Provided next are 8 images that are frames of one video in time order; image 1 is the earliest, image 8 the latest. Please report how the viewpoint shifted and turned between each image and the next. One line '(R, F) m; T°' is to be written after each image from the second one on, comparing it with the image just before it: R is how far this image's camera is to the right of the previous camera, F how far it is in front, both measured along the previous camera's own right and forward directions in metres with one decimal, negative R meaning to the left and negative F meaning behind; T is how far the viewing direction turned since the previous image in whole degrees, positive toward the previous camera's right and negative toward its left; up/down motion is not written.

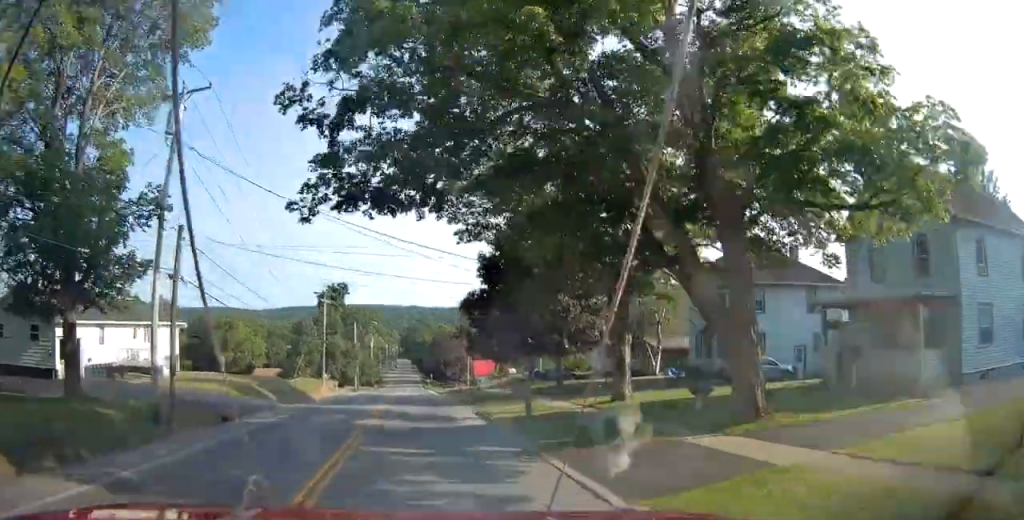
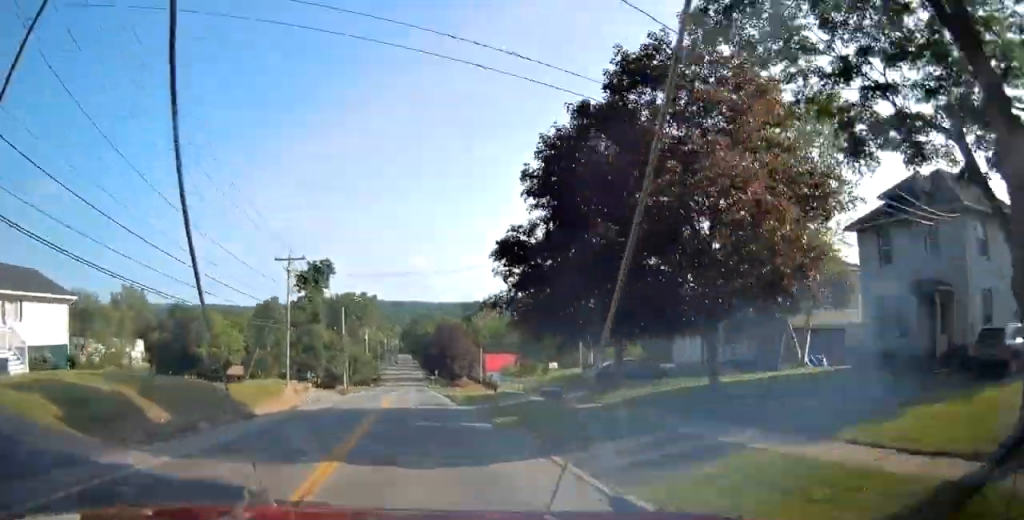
(0.0, +27.2) m; +2°
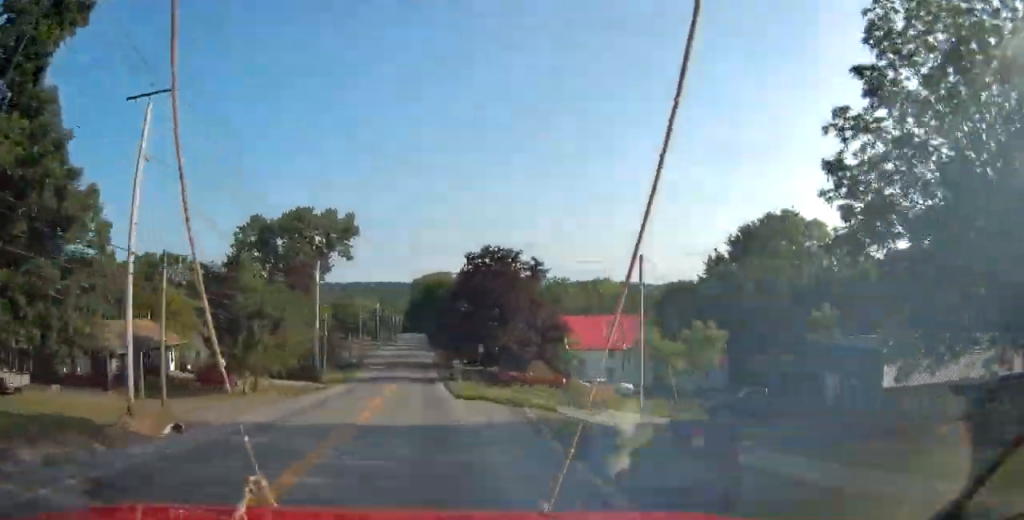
(+1.3, +75.4) m; 0°
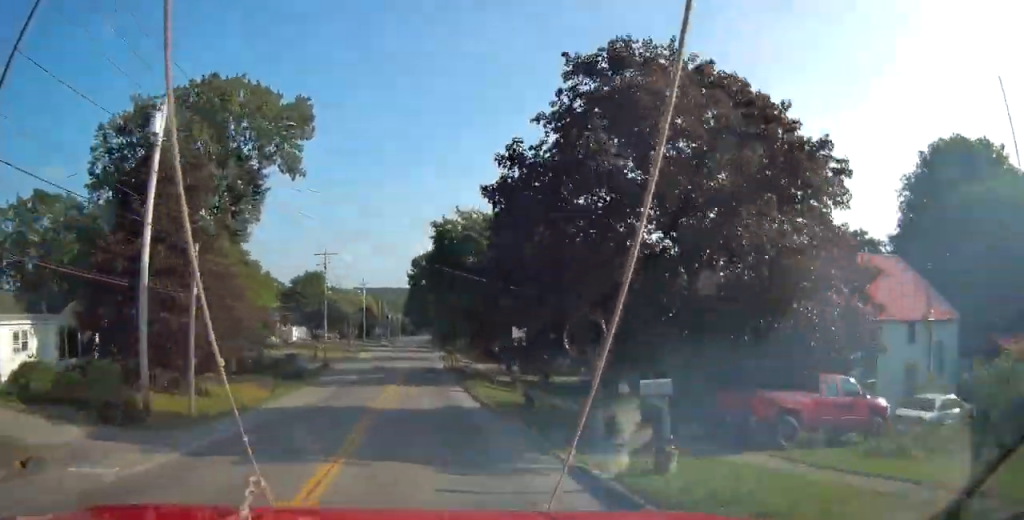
(+0.4, +40.4) m; 0°
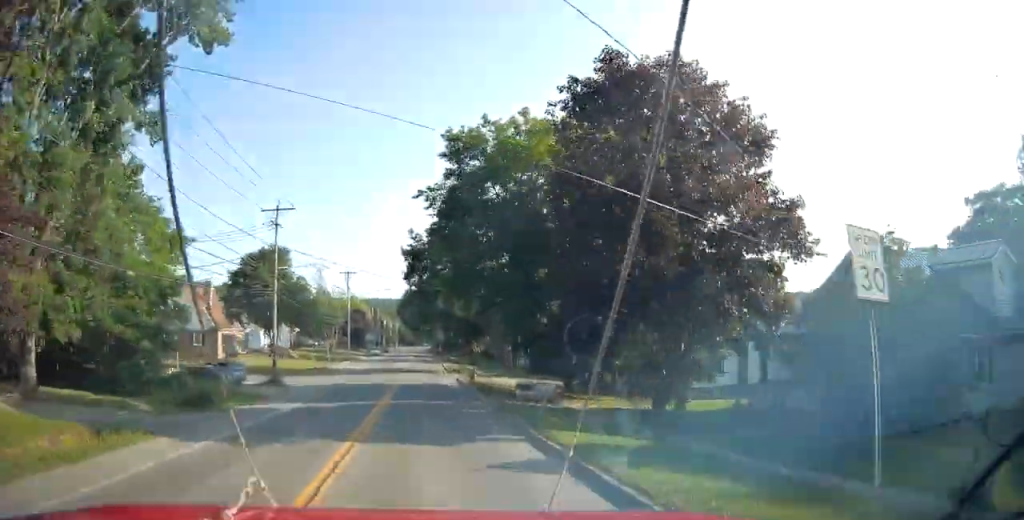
(0.0, +19.8) m; 0°
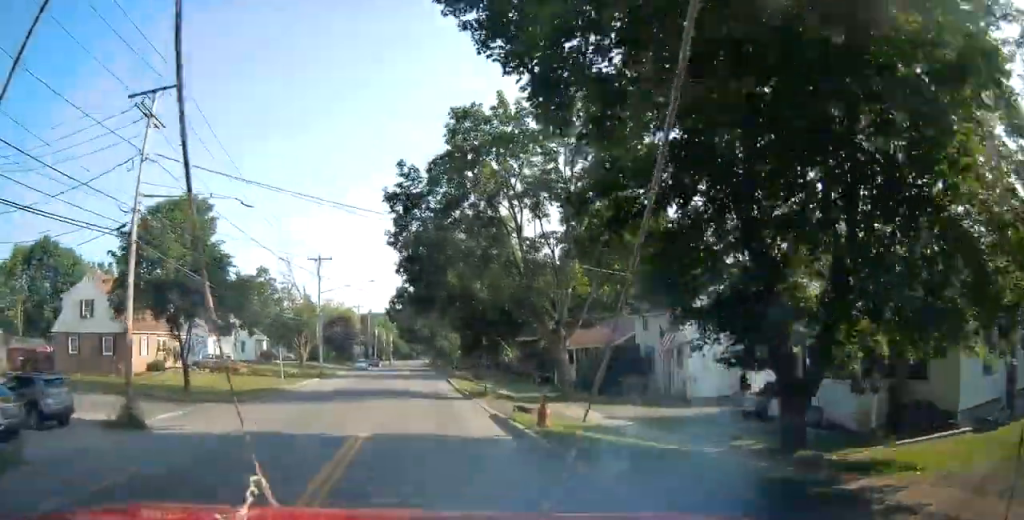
(0.0, +17.9) m; 0°
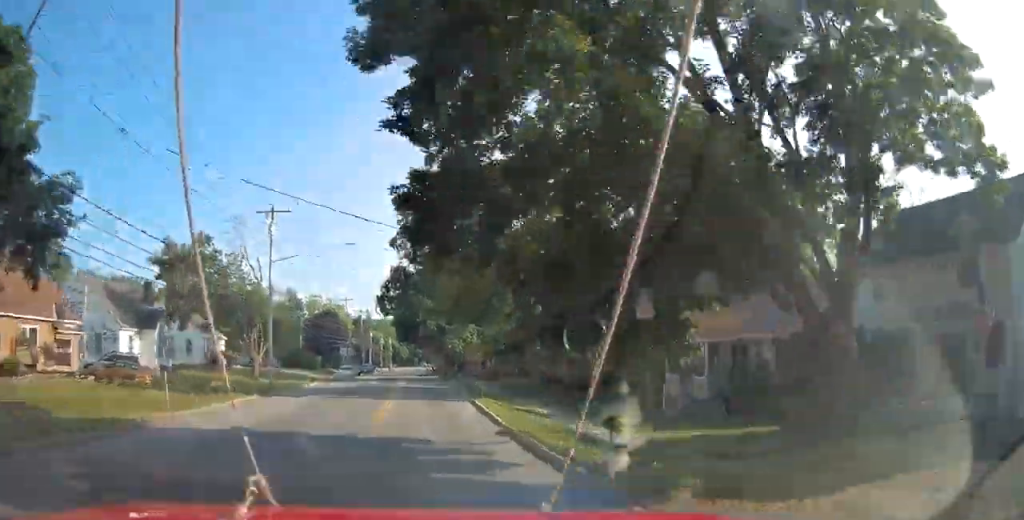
(0.0, +19.4) m; 0°
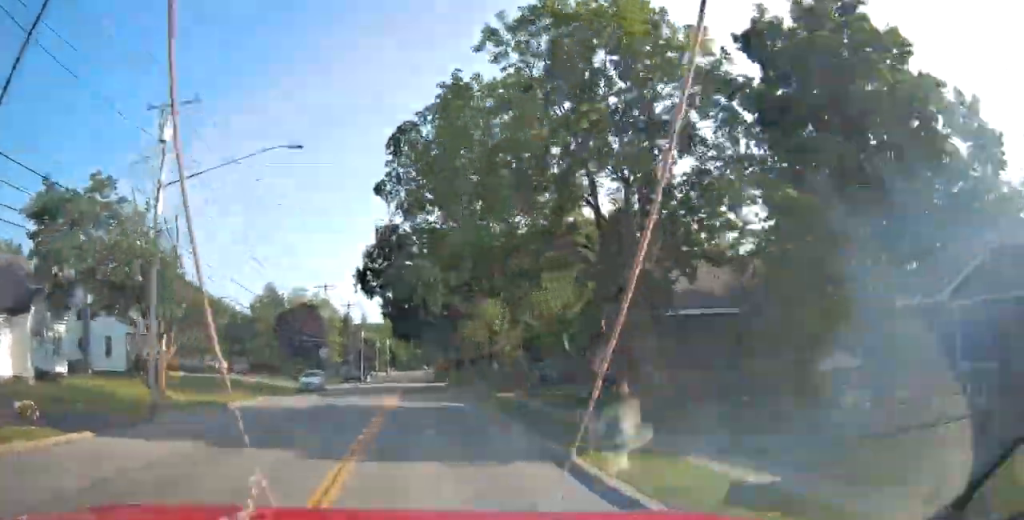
(0.0, +16.9) m; 0°
